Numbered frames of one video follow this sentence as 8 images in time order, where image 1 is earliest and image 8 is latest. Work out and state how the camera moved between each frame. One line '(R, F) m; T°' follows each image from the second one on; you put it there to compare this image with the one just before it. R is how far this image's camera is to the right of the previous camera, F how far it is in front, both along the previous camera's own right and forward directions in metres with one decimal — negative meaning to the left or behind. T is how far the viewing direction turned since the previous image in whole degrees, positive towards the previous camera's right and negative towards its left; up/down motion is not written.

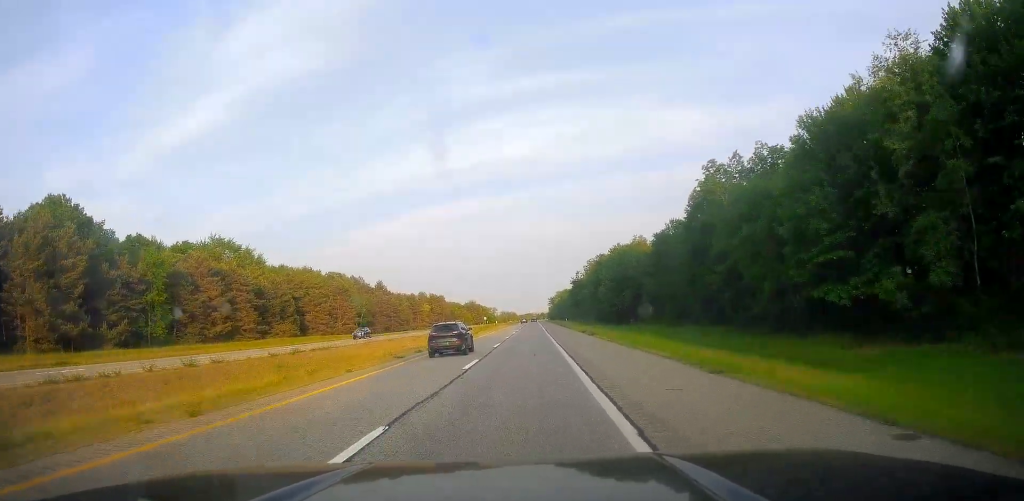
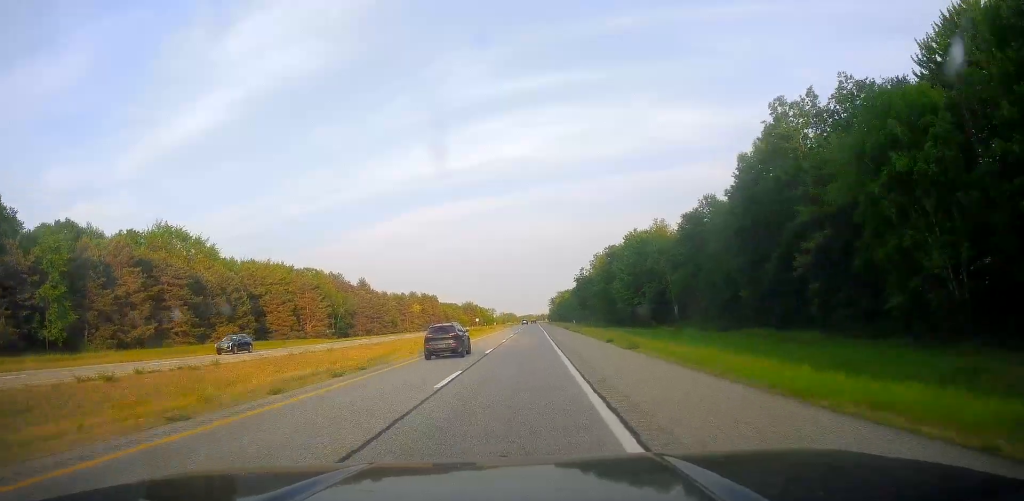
(0.0, +20.3) m; 0°
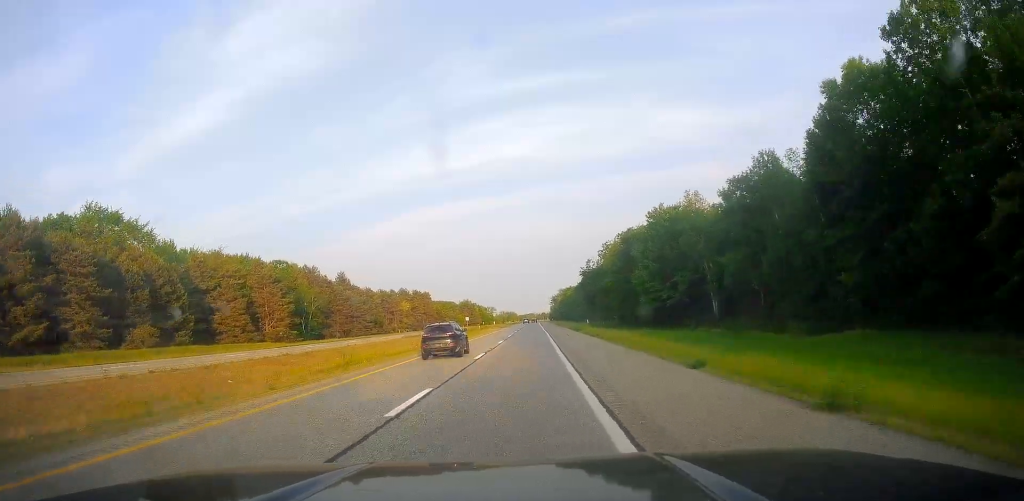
(0.0, +20.4) m; 0°
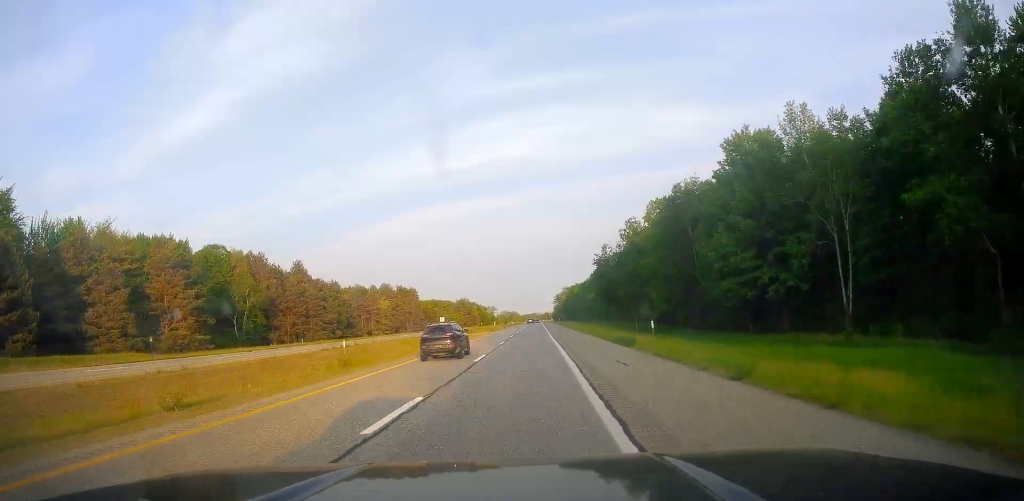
(+0.2, +32.4) m; +1°
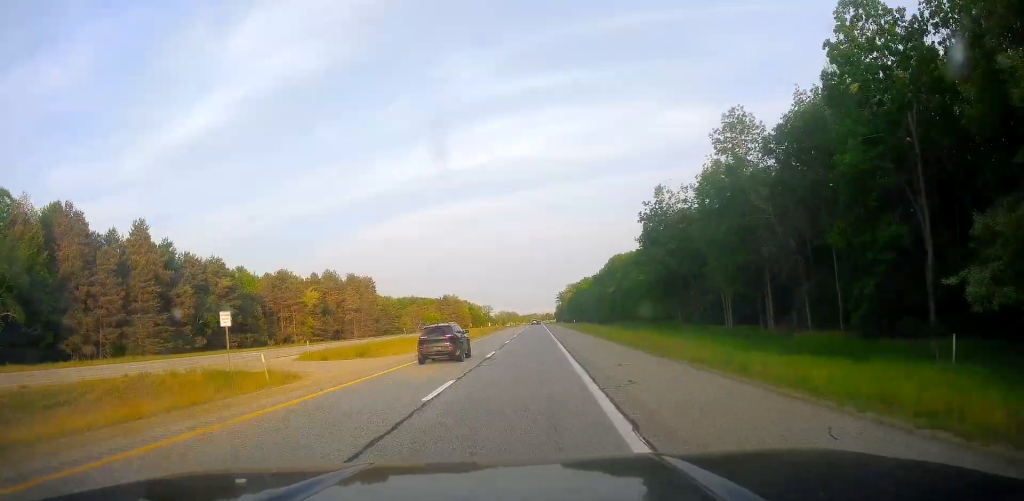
(+0.3, +57.5) m; -1°
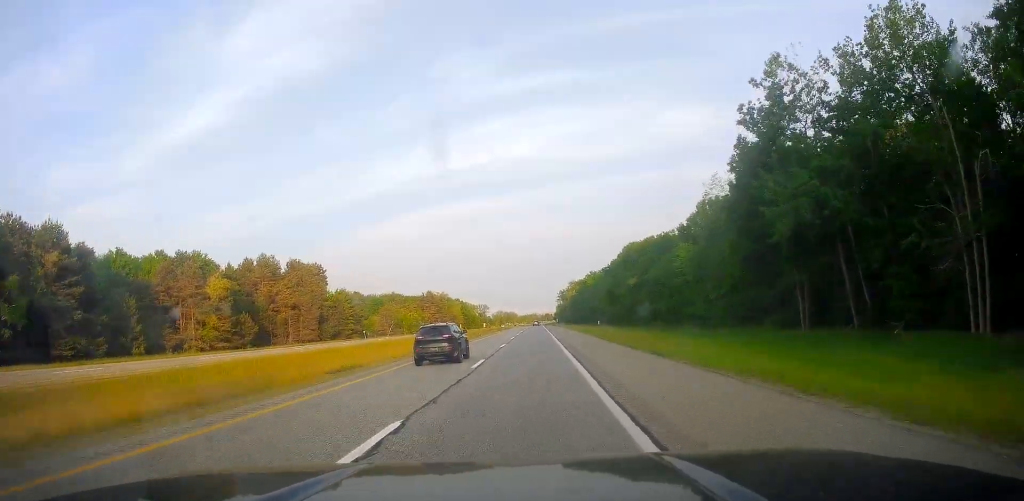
(-0.8, +37.0) m; 0°
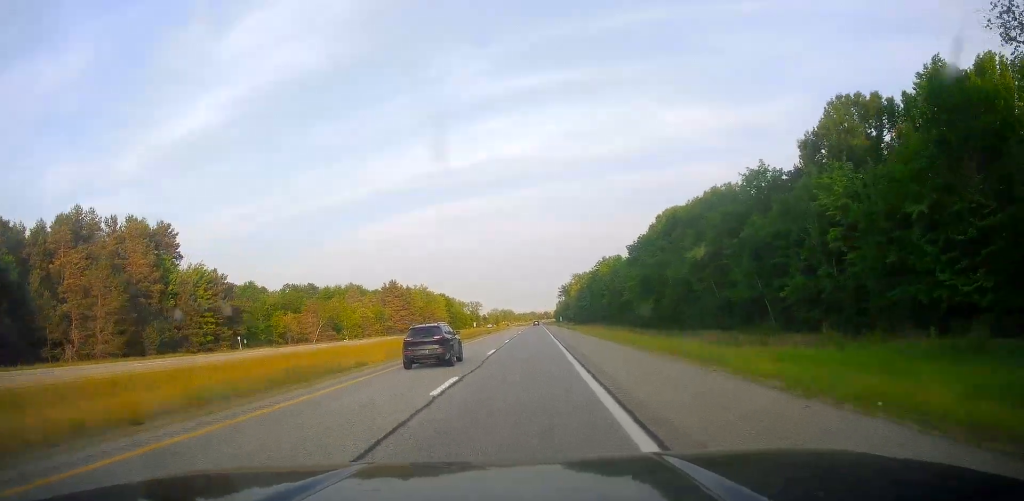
(+0.2, +53.9) m; 0°
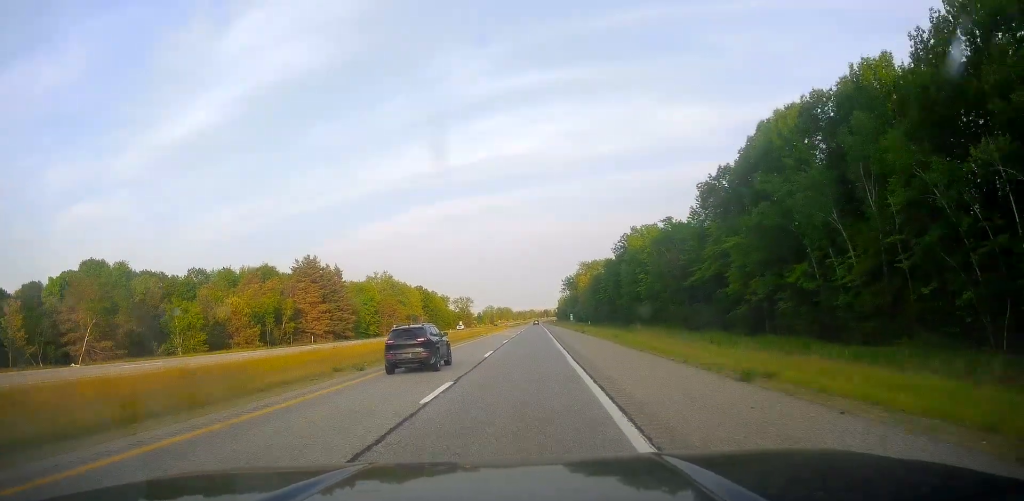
(+0.7, +62.6) m; +1°
